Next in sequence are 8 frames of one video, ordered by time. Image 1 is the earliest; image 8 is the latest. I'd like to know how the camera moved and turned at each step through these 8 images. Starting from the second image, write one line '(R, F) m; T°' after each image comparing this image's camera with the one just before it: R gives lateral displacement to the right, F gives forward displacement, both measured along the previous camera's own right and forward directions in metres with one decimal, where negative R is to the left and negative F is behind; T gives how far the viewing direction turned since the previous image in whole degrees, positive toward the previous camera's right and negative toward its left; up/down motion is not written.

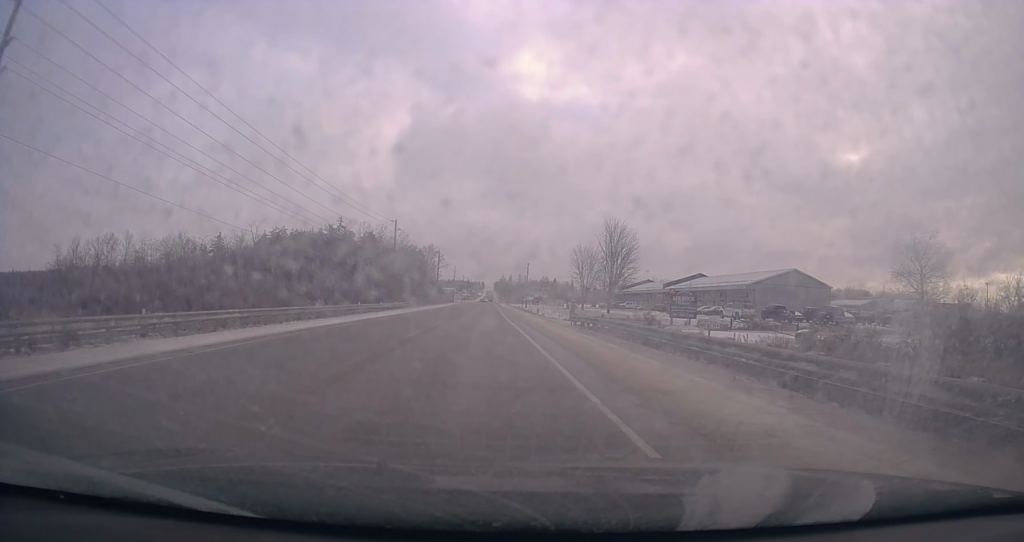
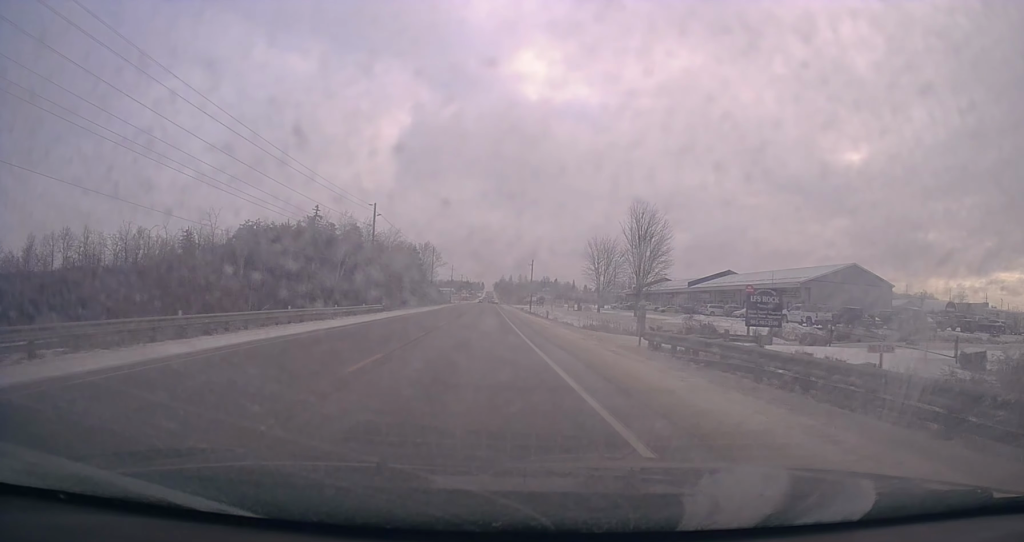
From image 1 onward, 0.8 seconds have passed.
(+0.2, +17.0) m; 0°
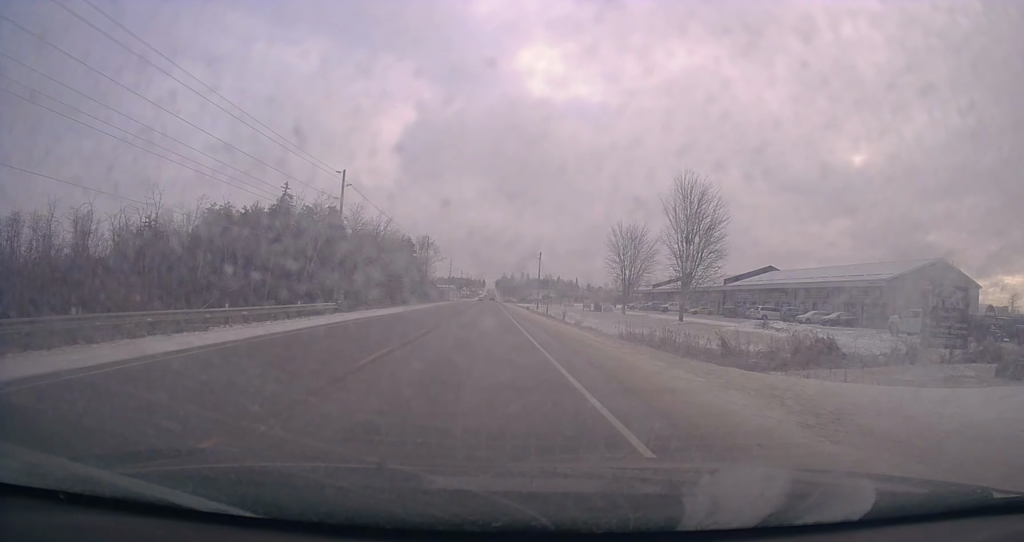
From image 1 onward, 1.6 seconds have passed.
(-0.1, +17.2) m; -1°
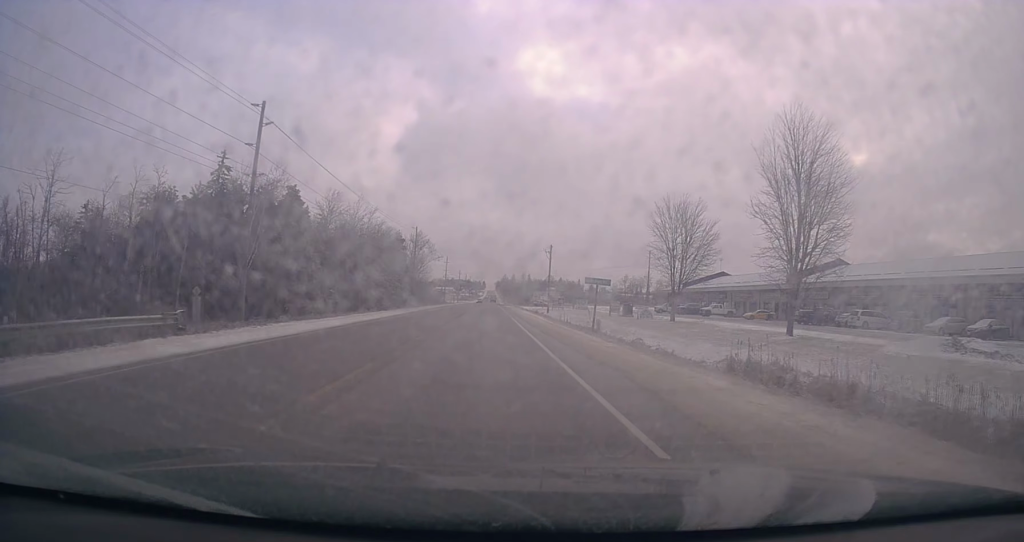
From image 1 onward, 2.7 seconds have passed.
(-0.4, +22.0) m; -1°
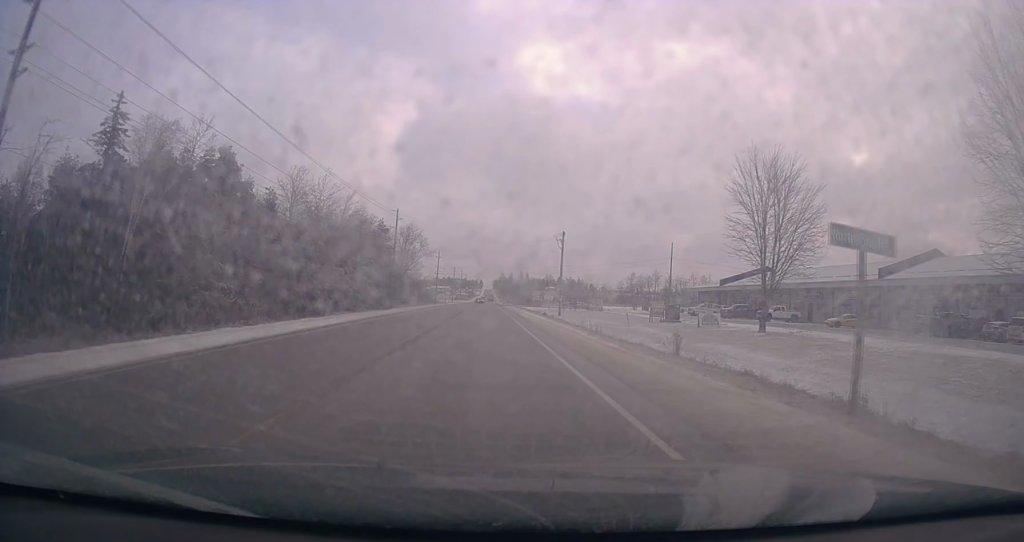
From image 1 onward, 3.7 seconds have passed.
(+0.2, +20.8) m; +1°
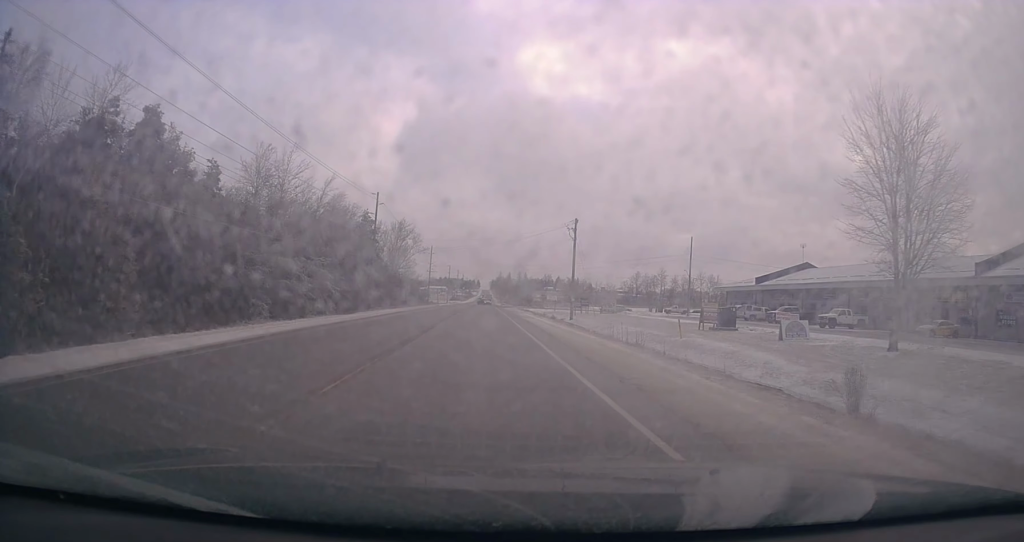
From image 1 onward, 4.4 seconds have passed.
(+0.4, +14.4) m; 0°
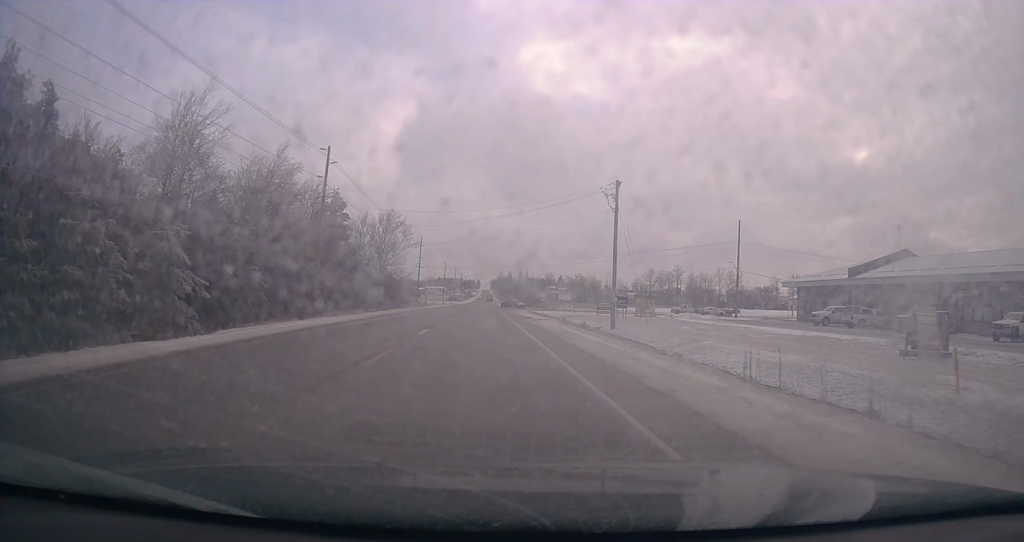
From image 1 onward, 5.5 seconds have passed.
(-0.6, +23.7) m; -1°
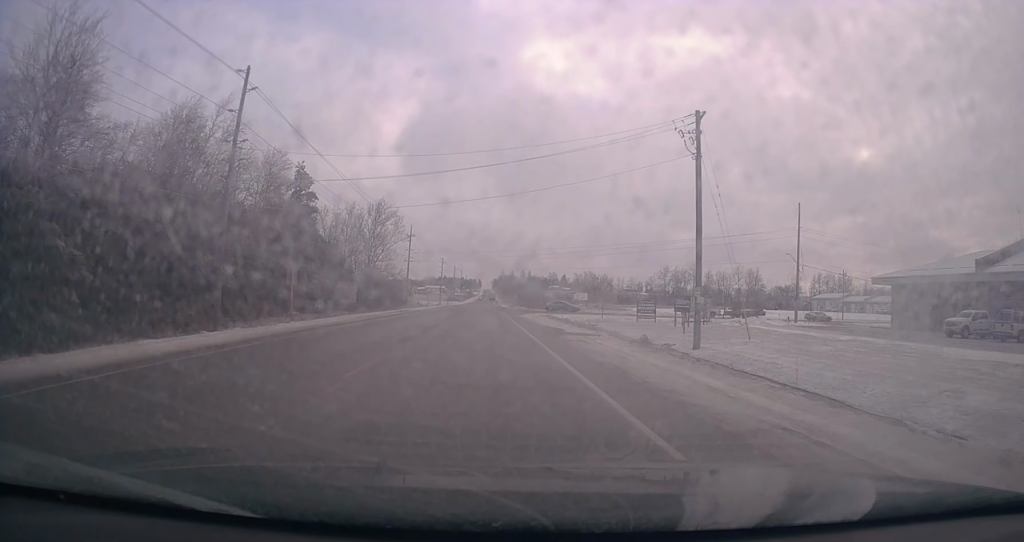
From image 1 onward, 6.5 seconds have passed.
(+0.2, +19.9) m; +1°
